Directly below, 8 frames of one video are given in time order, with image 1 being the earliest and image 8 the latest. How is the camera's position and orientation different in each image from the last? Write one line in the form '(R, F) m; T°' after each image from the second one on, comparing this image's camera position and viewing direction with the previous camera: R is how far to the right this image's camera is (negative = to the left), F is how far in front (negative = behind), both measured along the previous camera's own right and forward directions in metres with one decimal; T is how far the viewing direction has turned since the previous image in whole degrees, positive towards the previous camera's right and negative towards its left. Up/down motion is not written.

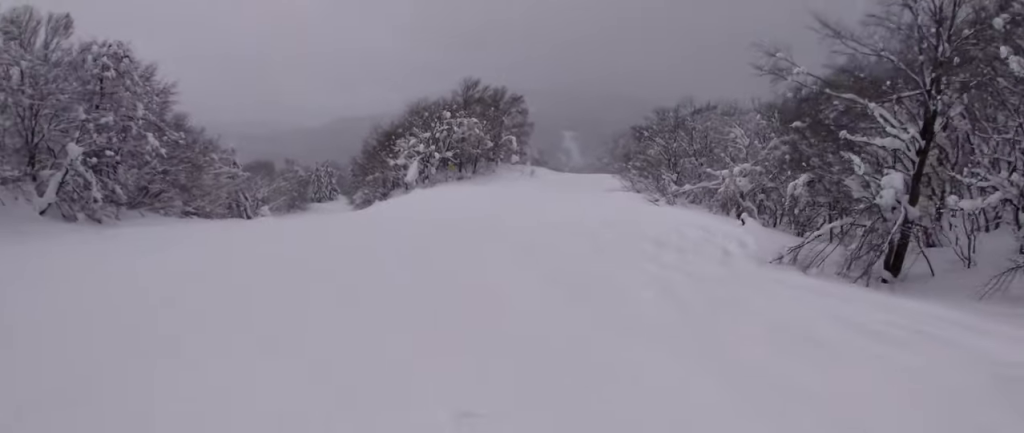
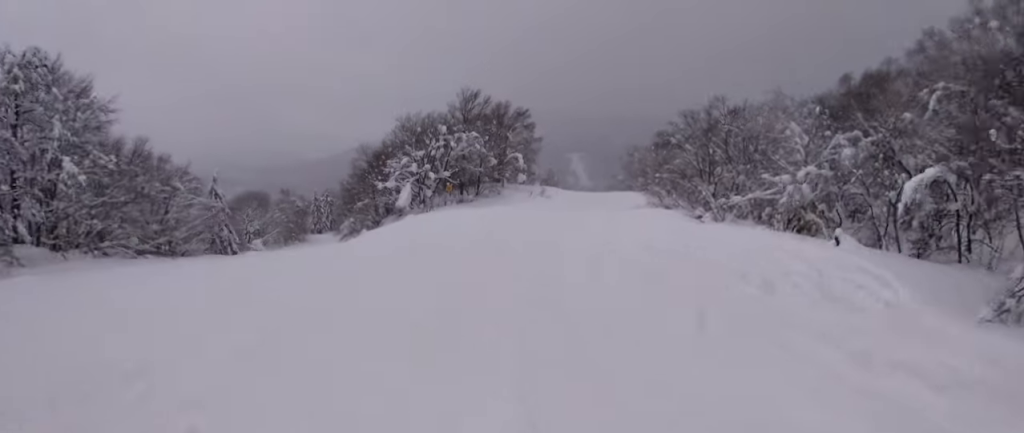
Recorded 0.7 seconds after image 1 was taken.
(+0.6, +8.2) m; +2°
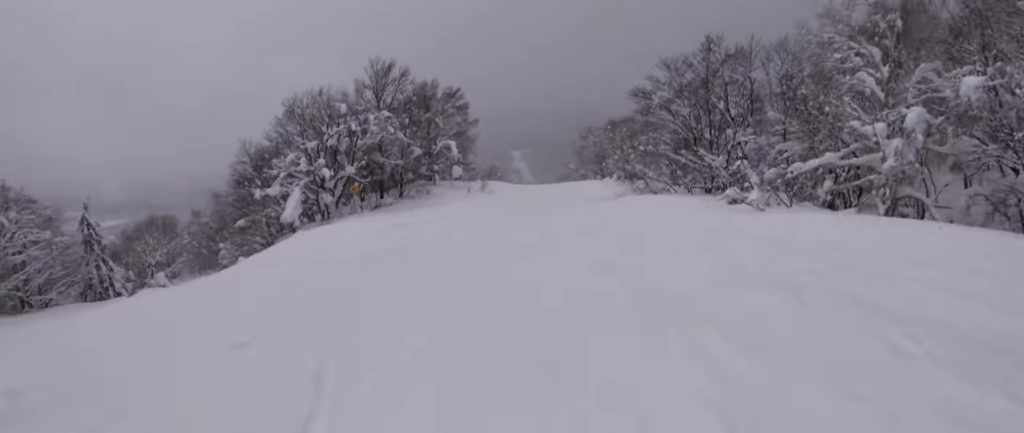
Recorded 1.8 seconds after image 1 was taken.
(0.0, +13.6) m; -3°
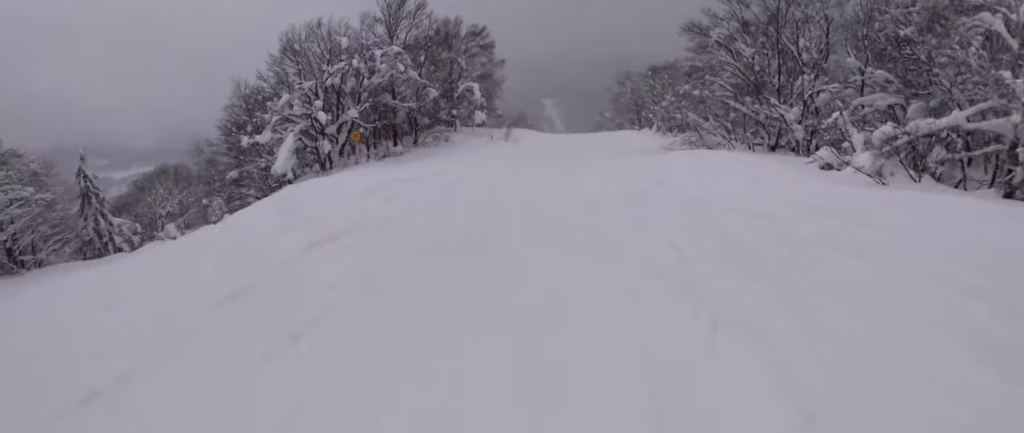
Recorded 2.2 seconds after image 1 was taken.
(-0.1, +5.1) m; -2°
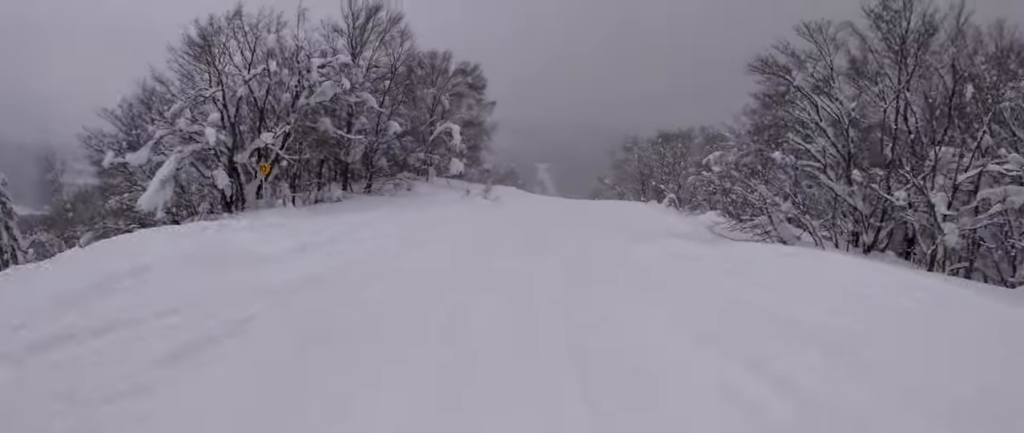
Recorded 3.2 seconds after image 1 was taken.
(-0.4, +10.8) m; +7°
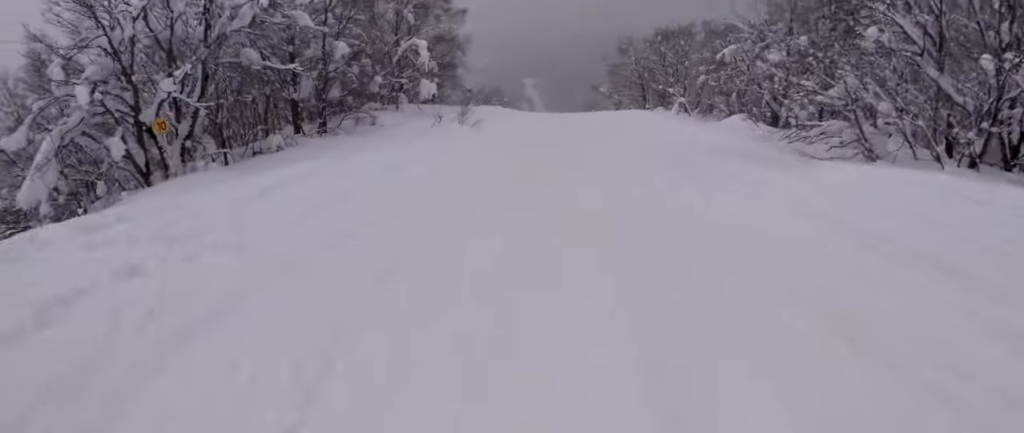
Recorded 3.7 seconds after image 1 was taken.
(+0.9, +5.4) m; +1°
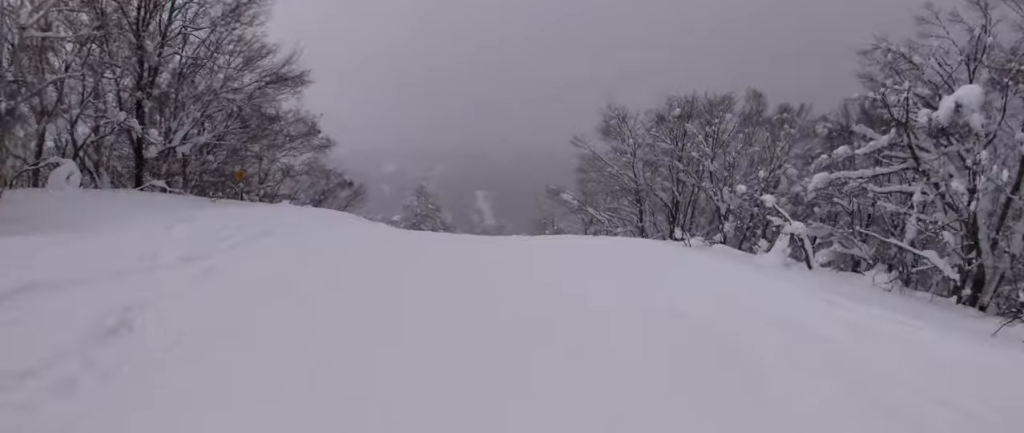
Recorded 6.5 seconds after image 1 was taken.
(+2.0, +27.4) m; +5°
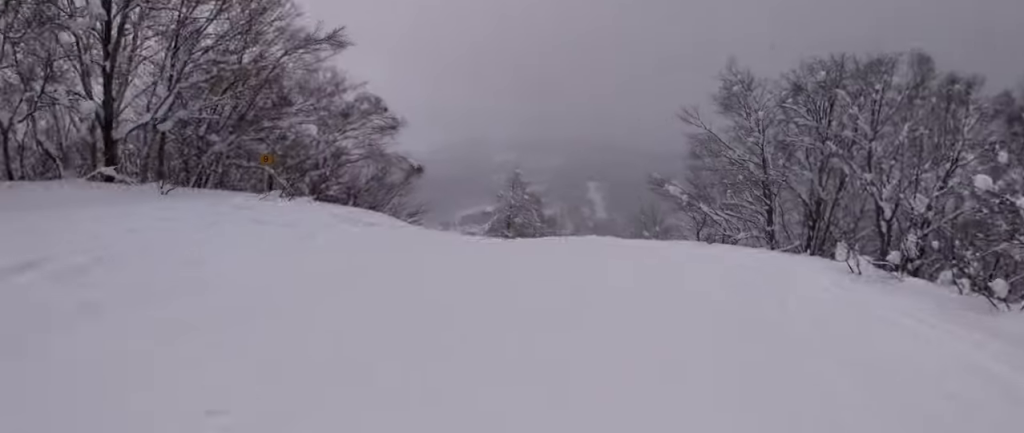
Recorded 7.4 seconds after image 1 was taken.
(-0.6, +7.0) m; -5°
